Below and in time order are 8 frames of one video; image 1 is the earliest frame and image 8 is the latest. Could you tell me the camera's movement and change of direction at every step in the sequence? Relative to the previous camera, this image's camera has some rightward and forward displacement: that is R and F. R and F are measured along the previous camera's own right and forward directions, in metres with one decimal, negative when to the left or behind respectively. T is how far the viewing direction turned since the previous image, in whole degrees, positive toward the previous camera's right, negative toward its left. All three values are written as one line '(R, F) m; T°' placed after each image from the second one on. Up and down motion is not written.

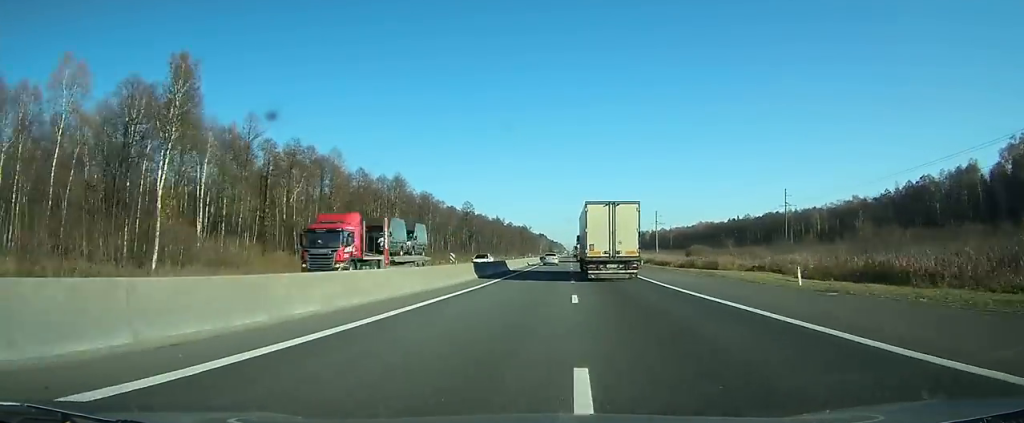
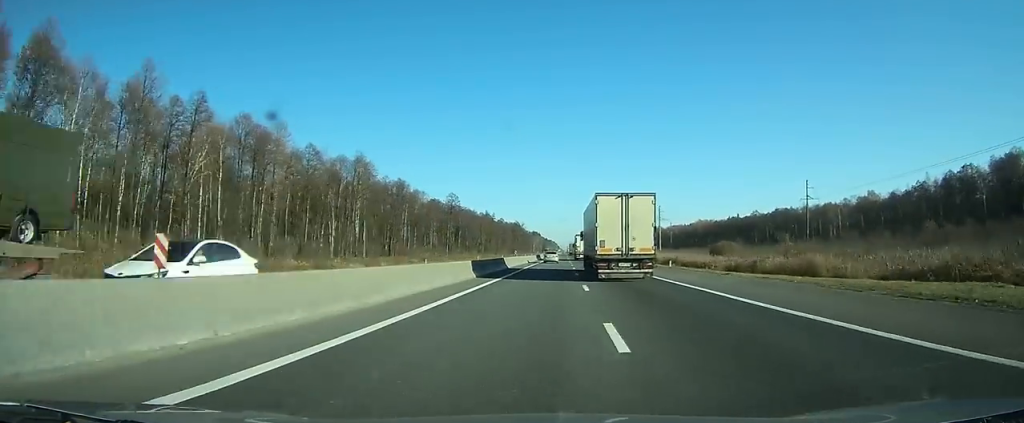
(0.0, +19.6) m; 0°
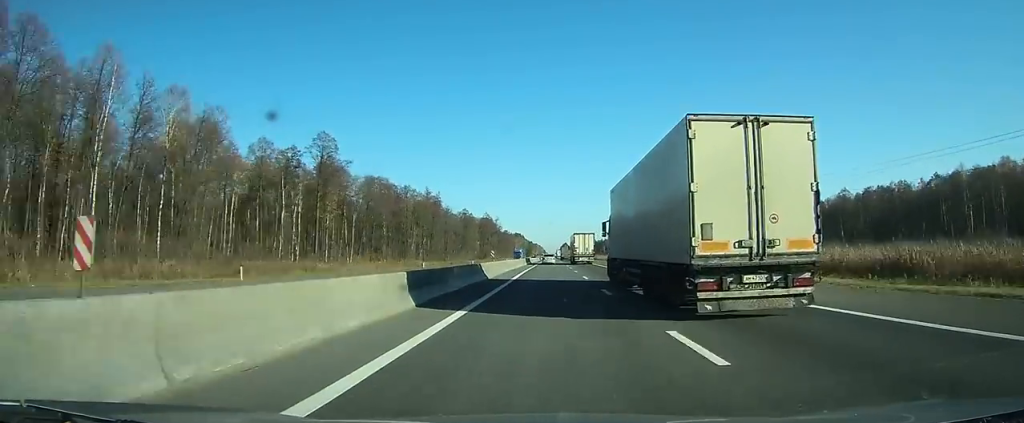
(+1.0, +93.2) m; +1°
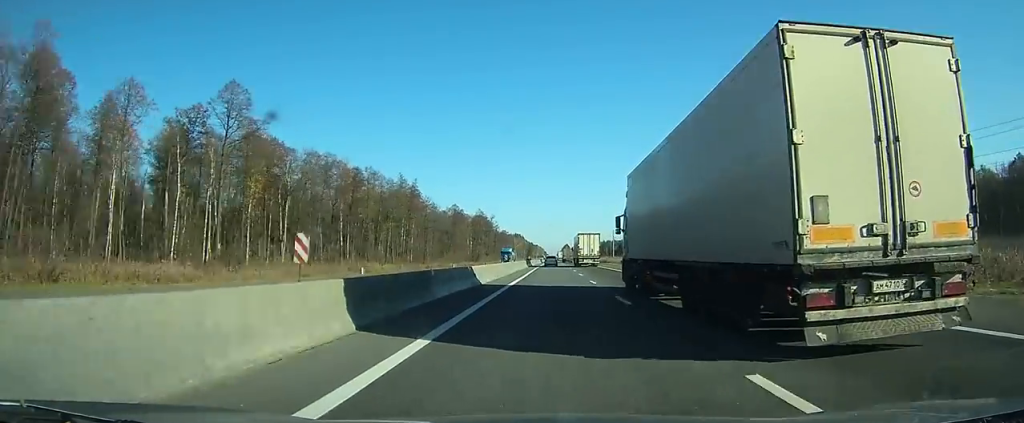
(-0.1, +28.5) m; 0°
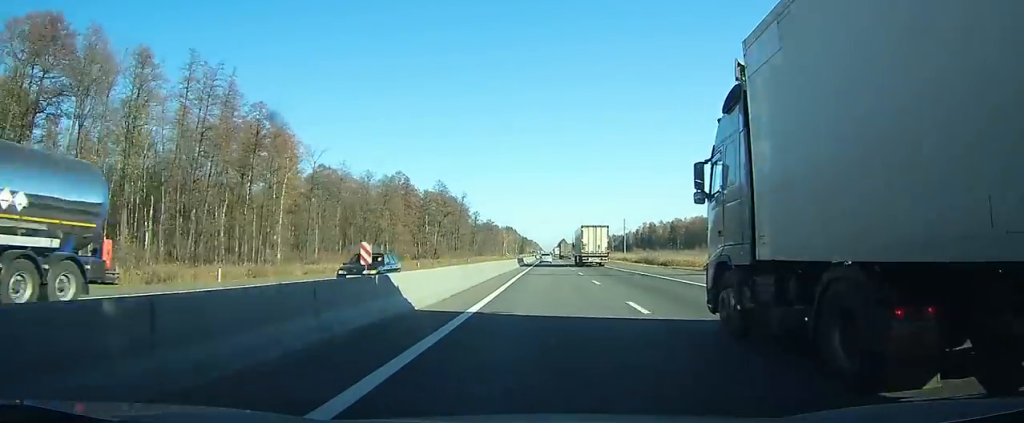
(+0.4, +76.8) m; 0°
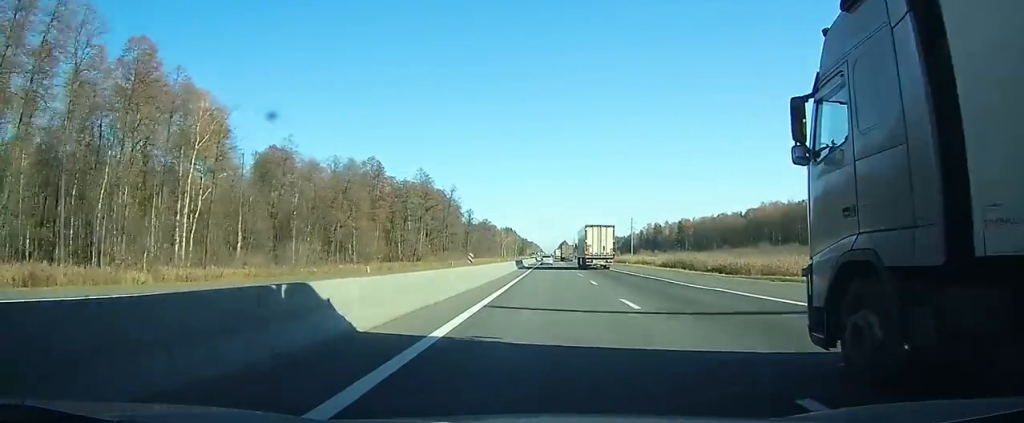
(0.0, +22.6) m; 0°
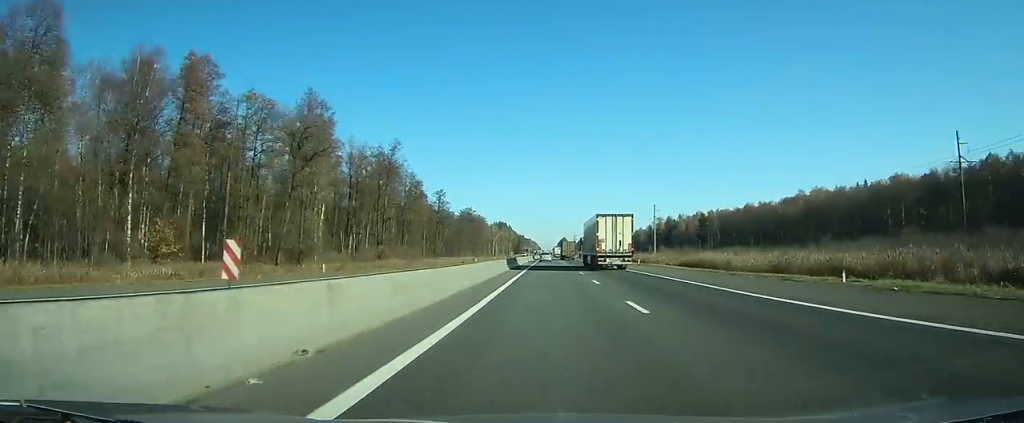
(0.0, +59.4) m; 0°
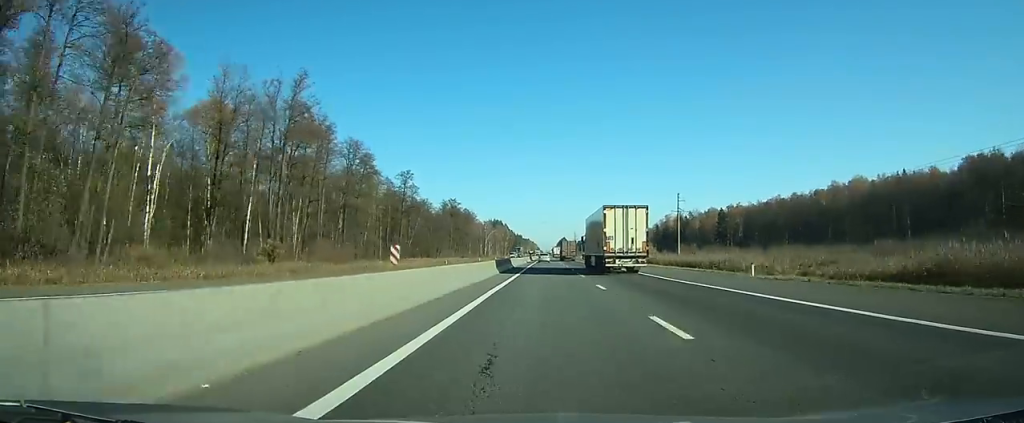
(-0.1, +38.4) m; 0°
